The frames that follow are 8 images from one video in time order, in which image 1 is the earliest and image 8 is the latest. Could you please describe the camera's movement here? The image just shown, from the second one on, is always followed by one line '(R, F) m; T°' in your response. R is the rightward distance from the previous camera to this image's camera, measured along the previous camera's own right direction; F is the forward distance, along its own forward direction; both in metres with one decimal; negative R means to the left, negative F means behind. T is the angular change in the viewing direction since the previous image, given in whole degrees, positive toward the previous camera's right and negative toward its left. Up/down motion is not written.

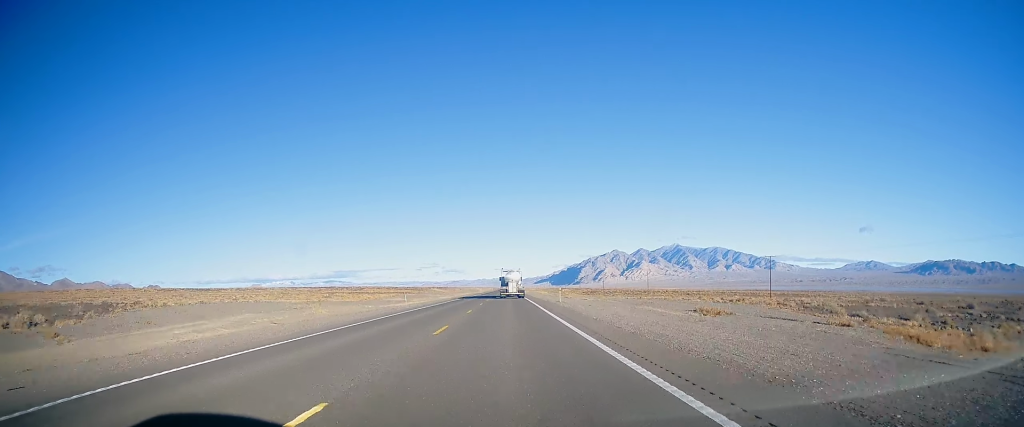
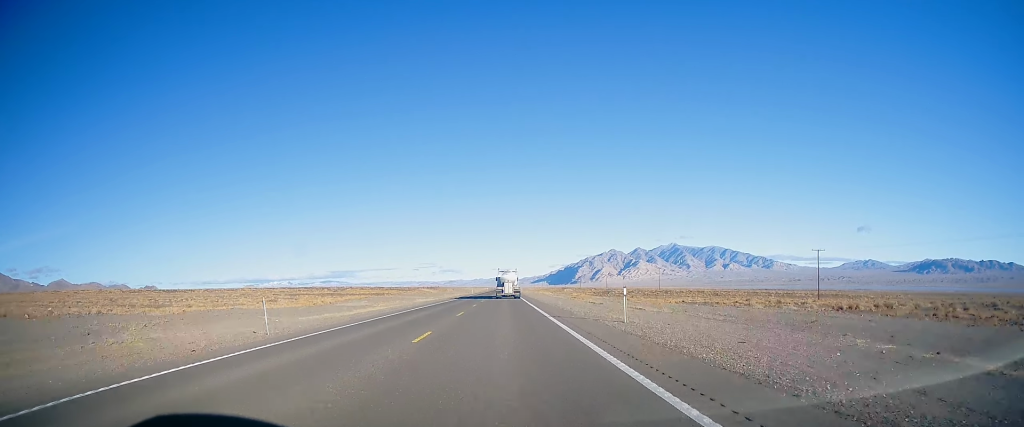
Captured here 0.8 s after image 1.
(0.0, +26.3) m; 0°
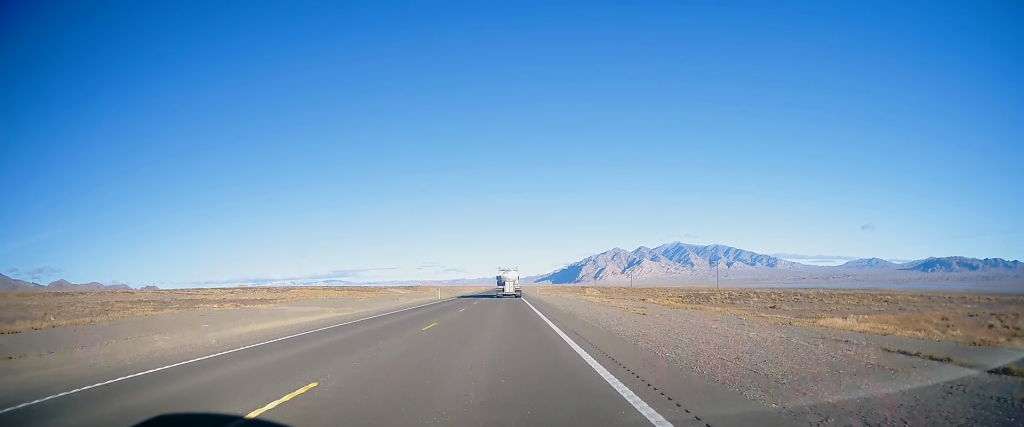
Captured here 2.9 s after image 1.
(-0.4, +69.5) m; -2°
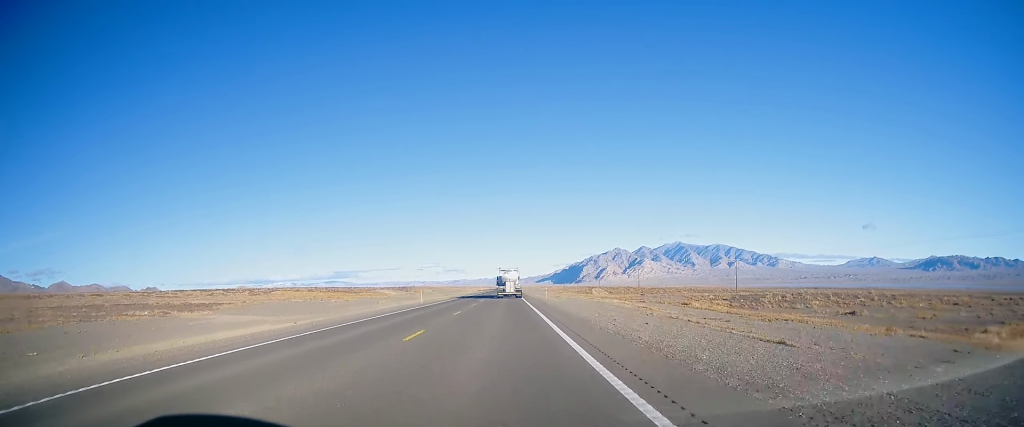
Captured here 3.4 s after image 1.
(-0.3, +15.0) m; 0°
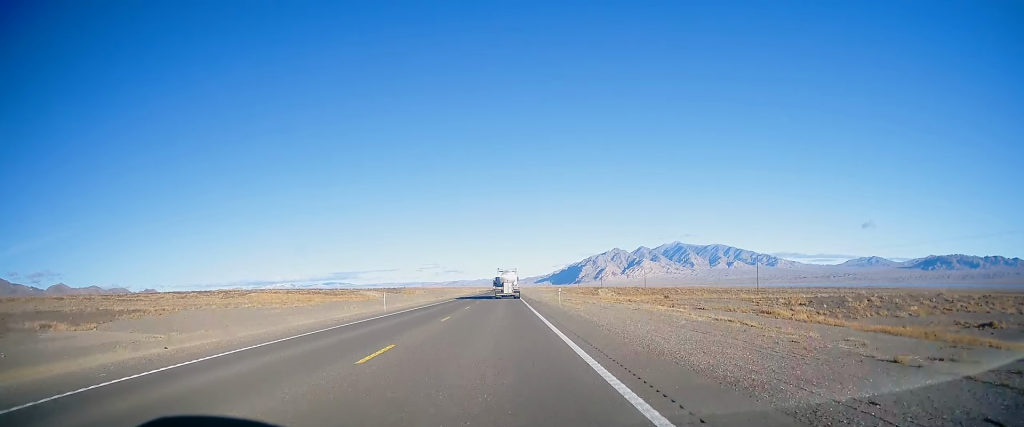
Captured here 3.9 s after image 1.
(-0.2, +16.1) m; 0°
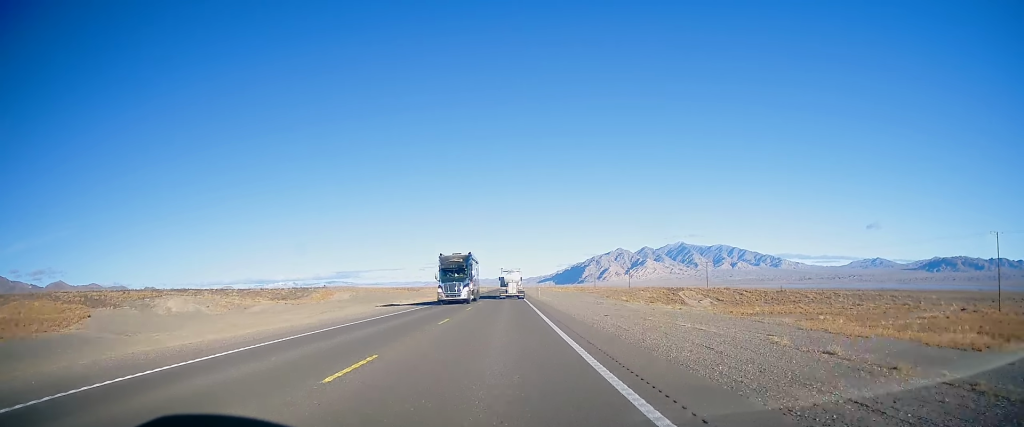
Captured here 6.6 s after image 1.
(+1.4, +87.5) m; +1°
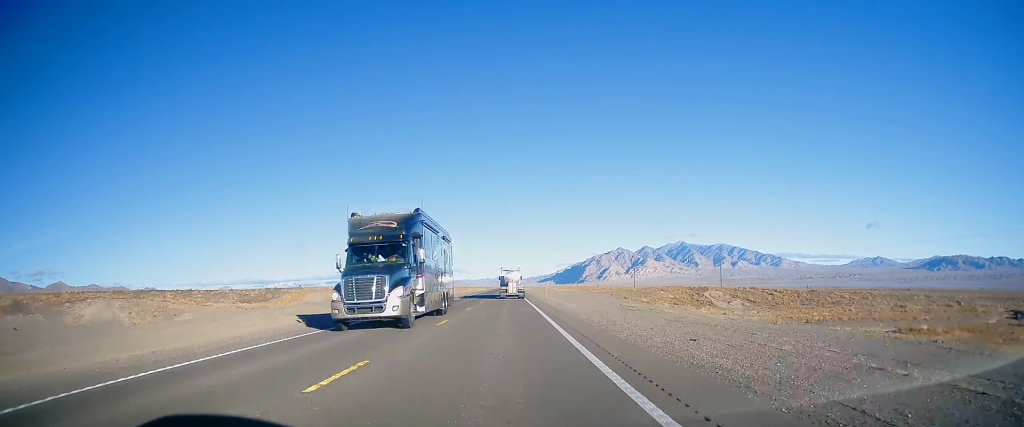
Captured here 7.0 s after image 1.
(0.0, +13.2) m; 0°
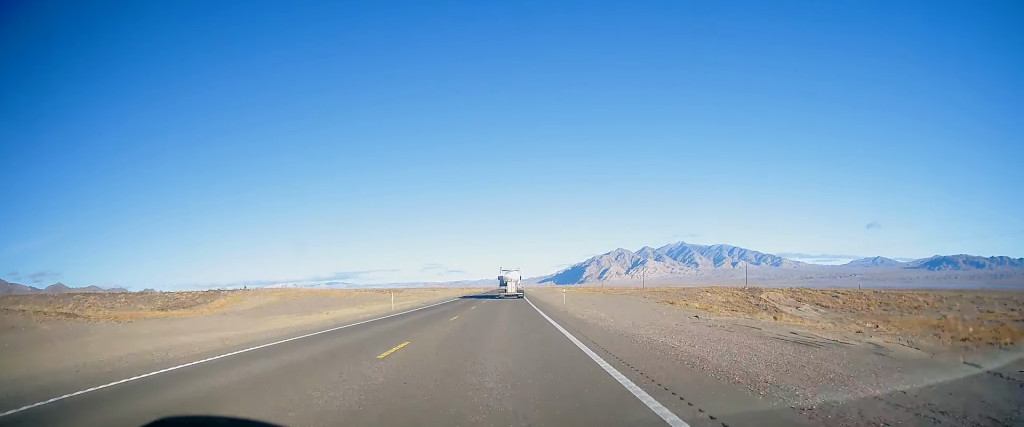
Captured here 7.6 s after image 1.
(+0.1, +20.7) m; 0°
